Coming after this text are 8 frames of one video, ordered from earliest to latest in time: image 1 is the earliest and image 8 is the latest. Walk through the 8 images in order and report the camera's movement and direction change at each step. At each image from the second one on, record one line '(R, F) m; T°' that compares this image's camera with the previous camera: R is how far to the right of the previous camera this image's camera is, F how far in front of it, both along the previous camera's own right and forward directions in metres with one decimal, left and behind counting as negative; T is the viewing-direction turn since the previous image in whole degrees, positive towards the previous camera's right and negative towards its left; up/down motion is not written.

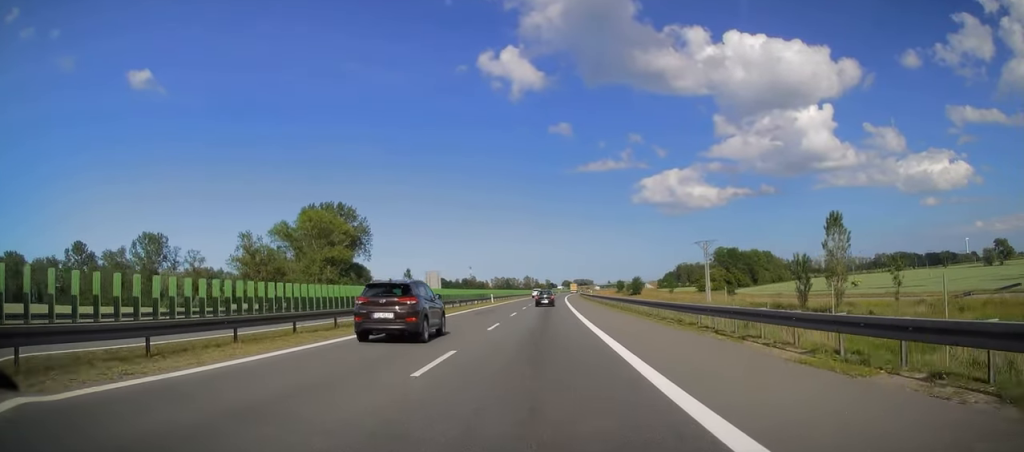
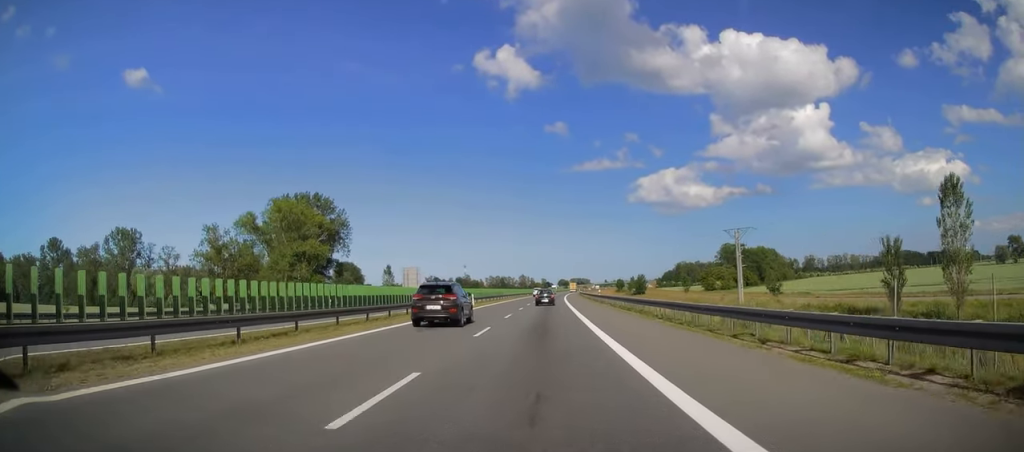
(0.0, +15.7) m; 0°
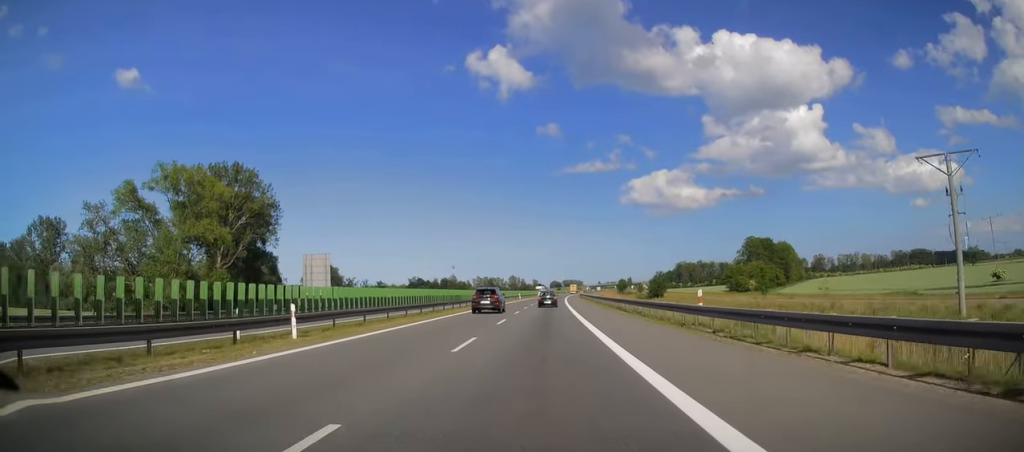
(+0.4, +39.9) m; +1°
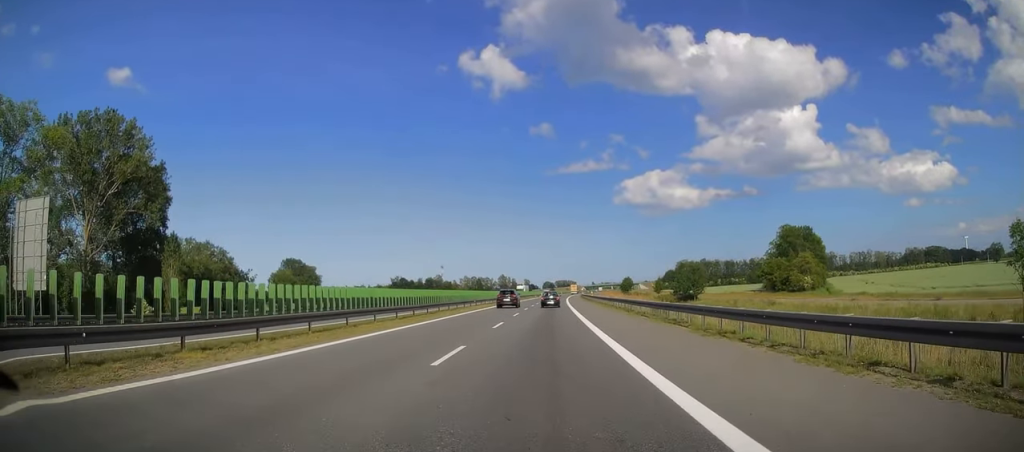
(-0.2, +38.6) m; +1°
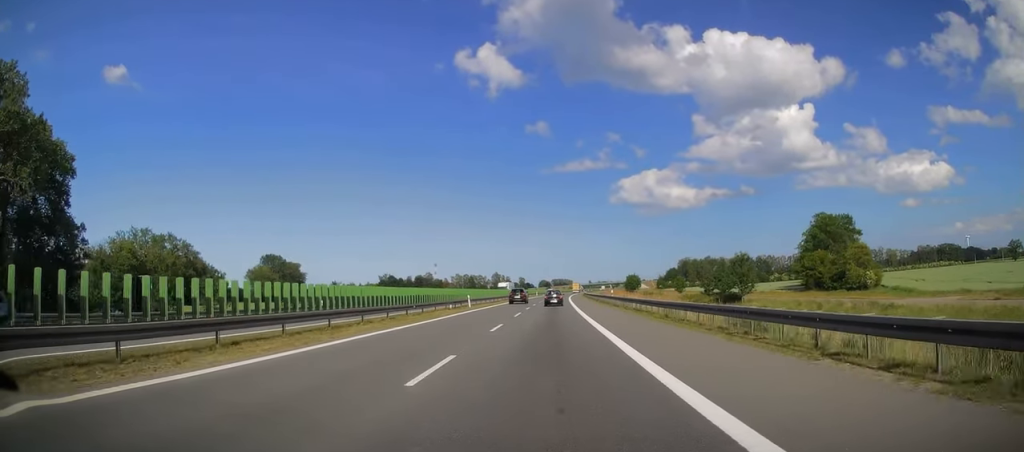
(+0.7, +26.6) m; +1°
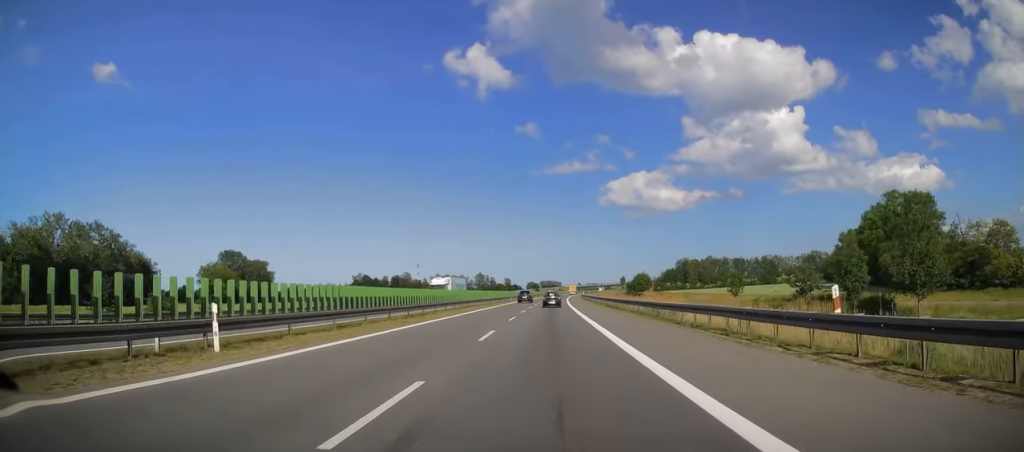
(-0.1, +39.6) m; 0°
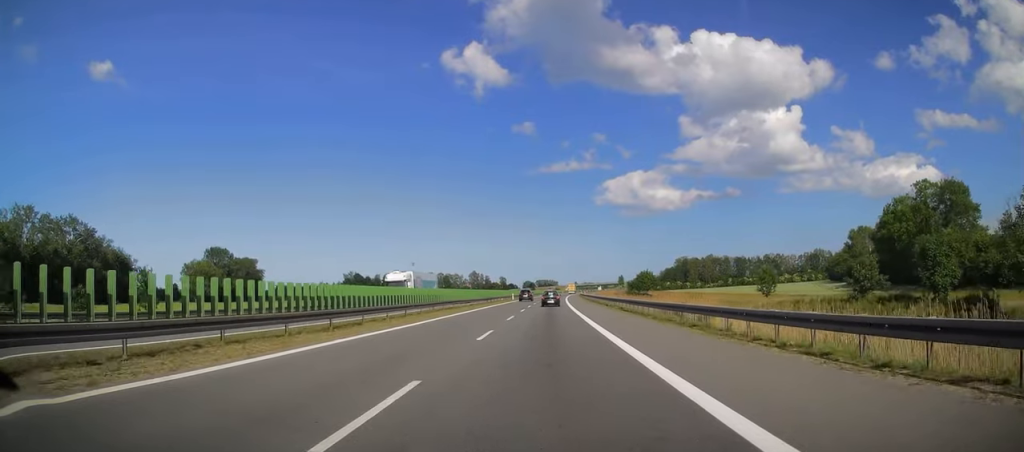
(+0.1, +12.1) m; 0°
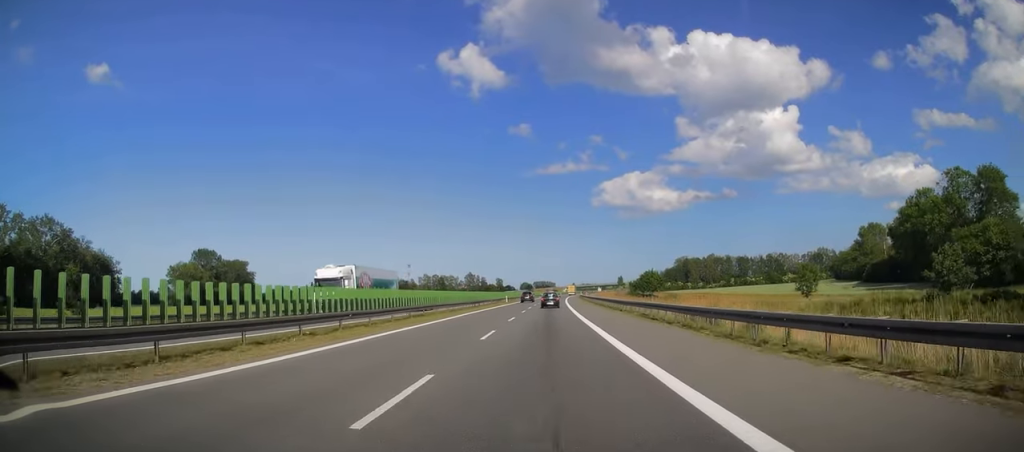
(0.0, +10.8) m; 0°
